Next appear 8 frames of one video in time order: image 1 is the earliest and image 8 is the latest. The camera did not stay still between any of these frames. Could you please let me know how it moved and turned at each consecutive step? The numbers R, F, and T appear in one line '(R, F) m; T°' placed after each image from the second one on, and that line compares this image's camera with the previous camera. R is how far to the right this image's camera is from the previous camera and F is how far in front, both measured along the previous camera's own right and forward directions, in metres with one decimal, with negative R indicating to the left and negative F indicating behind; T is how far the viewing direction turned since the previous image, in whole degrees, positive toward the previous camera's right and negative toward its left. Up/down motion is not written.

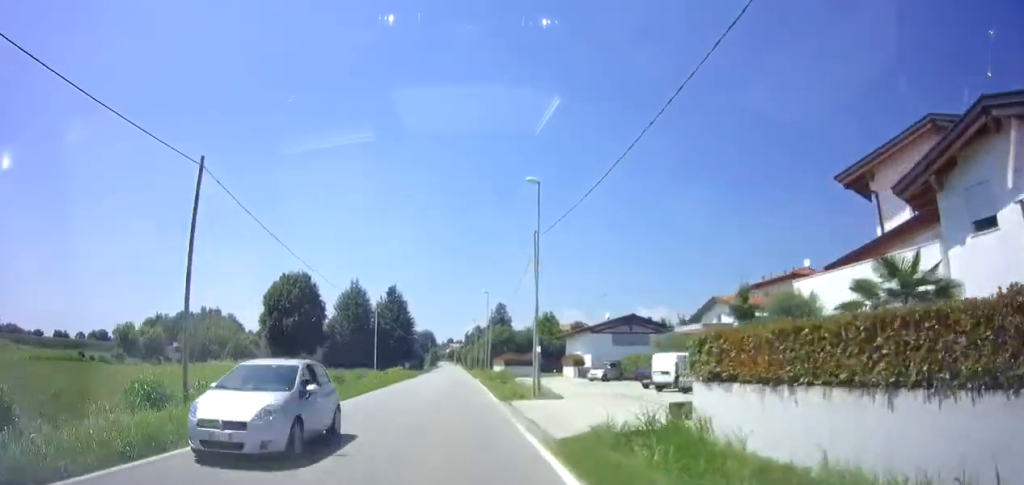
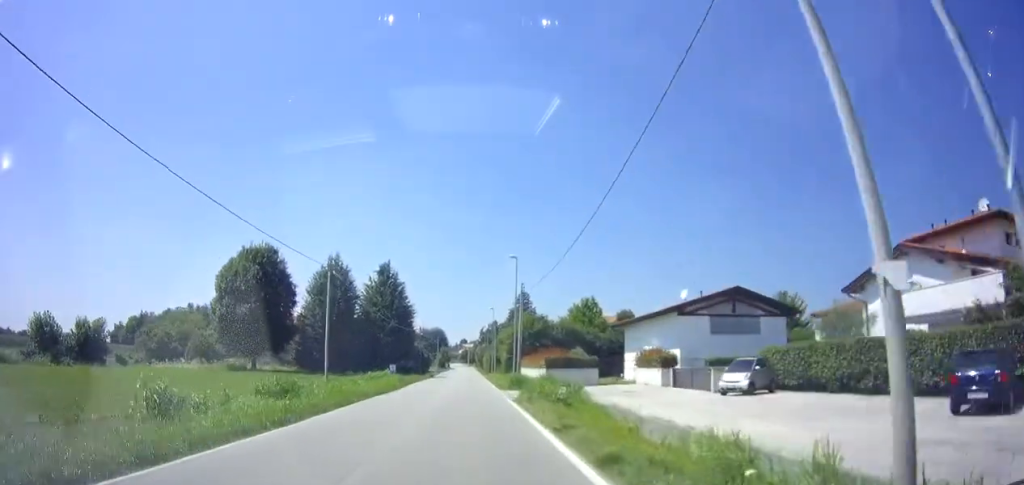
(+0.3, +19.5) m; 0°
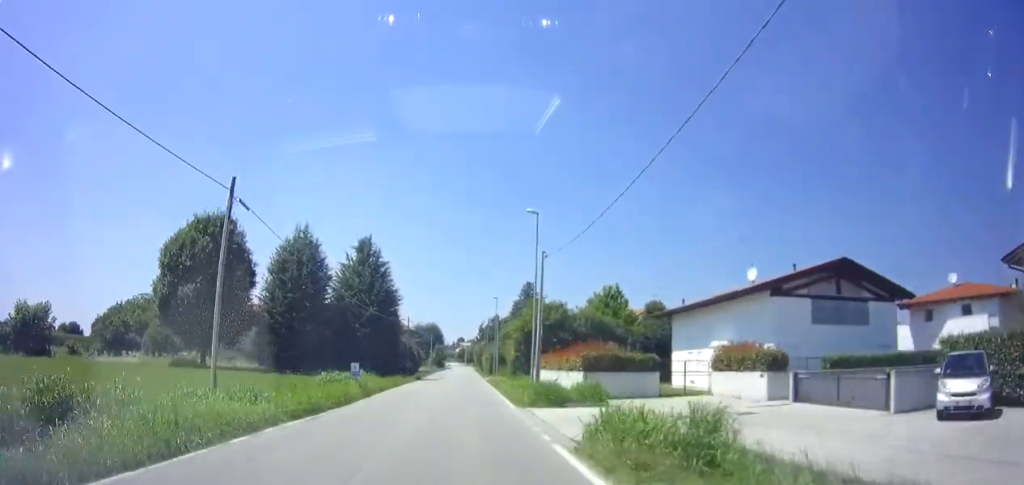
(-0.2, +11.4) m; -1°
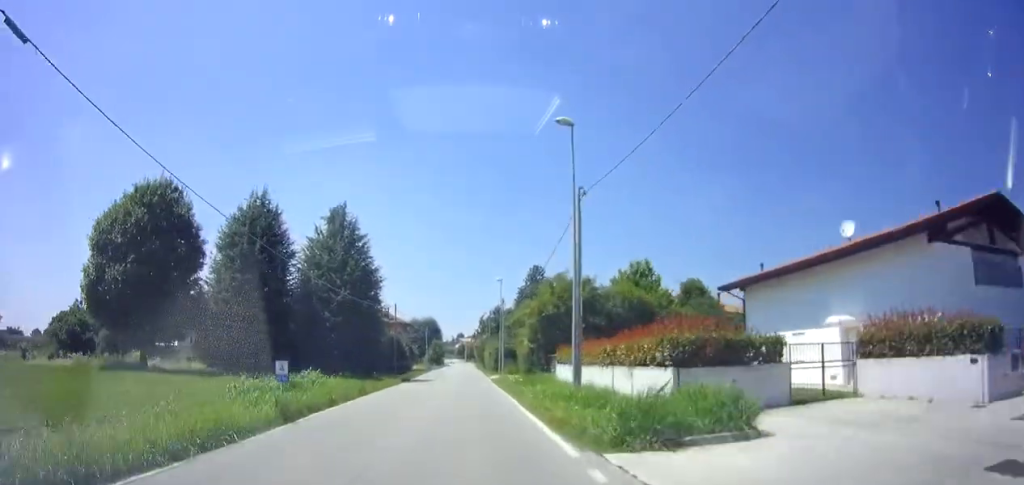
(0.0, +10.3) m; +1°
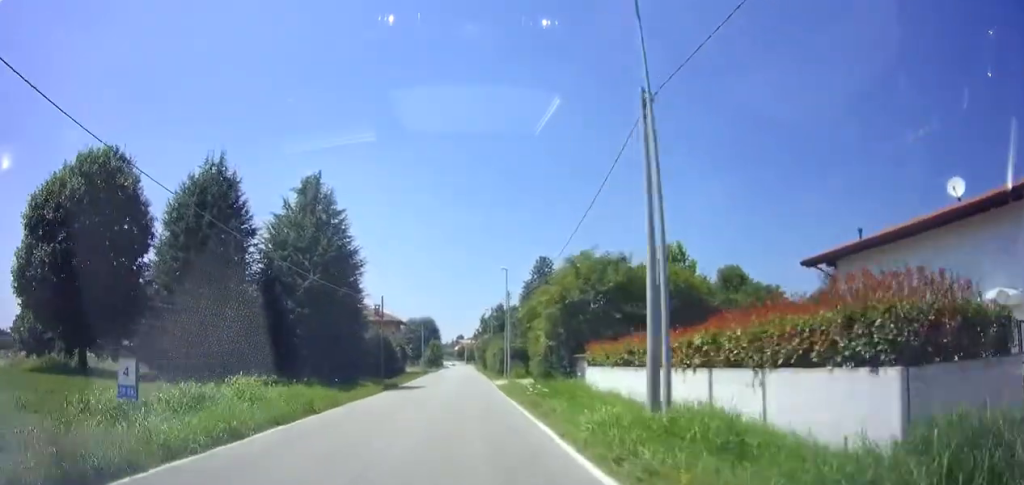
(+0.1, +7.3) m; +1°
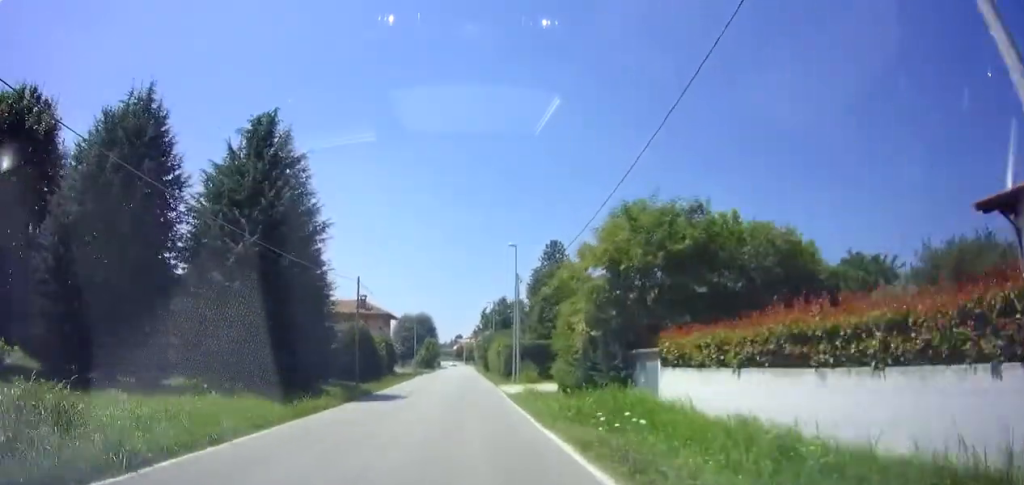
(+0.3, +8.7) m; 0°
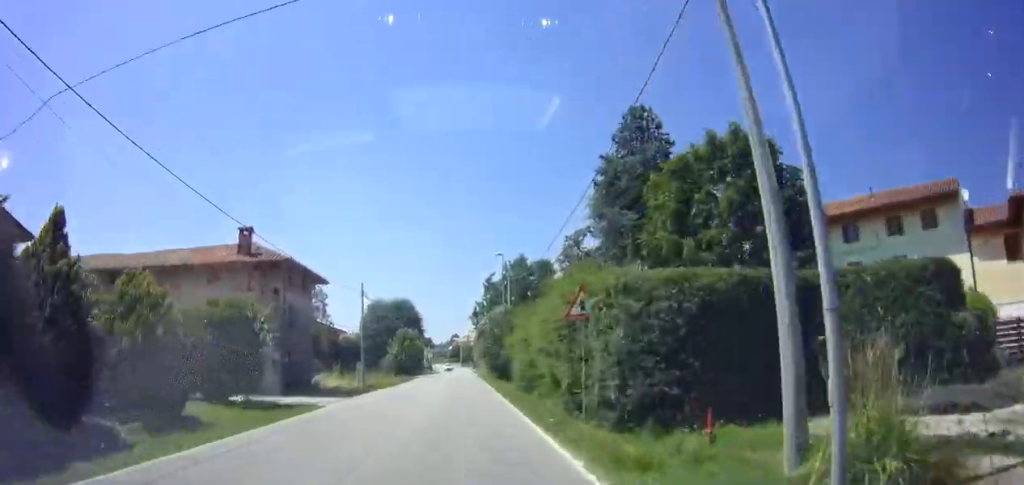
(-0.6, +30.5) m; -1°
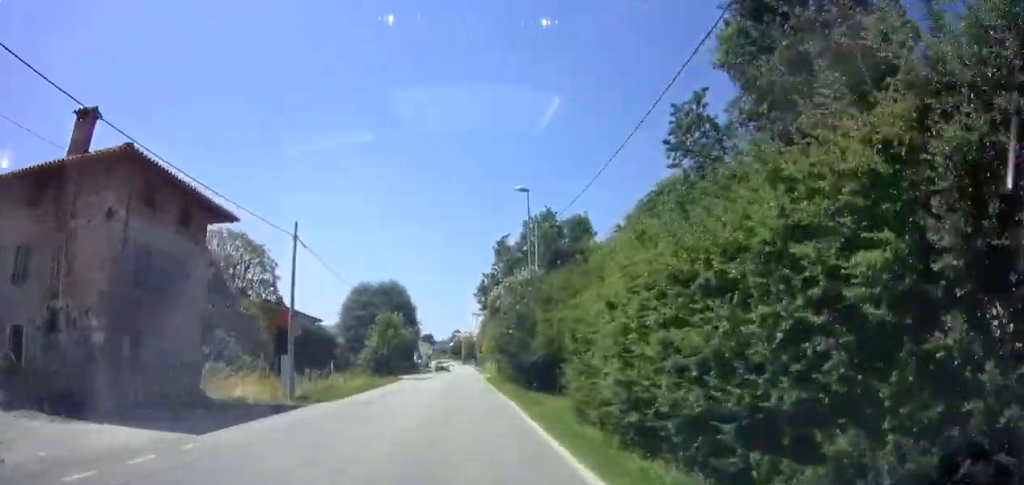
(0.0, +14.5) m; 0°
